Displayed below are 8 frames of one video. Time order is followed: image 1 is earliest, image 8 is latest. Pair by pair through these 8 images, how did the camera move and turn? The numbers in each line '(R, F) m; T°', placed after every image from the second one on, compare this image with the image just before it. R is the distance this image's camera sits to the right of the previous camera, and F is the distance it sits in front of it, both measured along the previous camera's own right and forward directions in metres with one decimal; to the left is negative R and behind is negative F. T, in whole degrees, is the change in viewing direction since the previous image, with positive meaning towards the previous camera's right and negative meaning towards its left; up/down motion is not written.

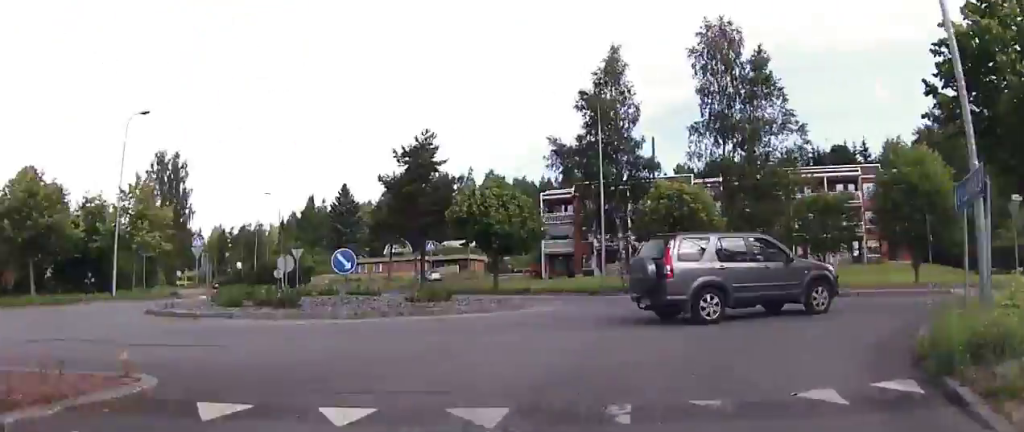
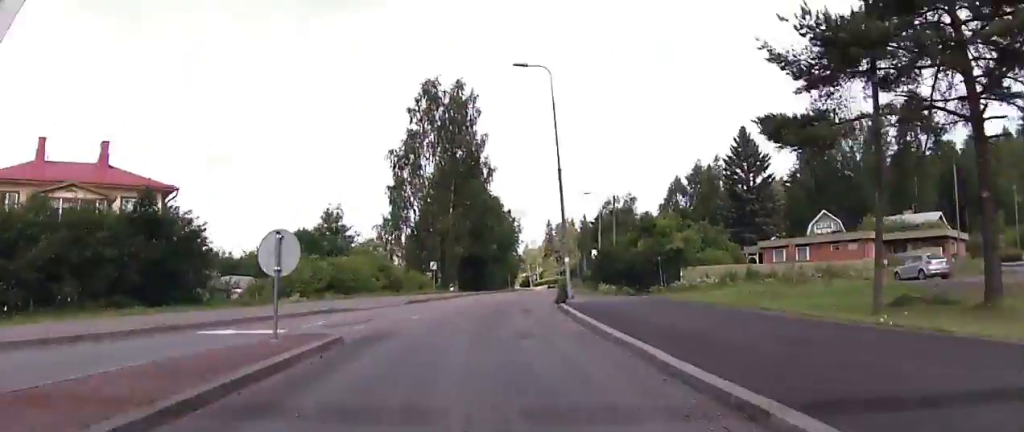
(-5.3, +51.1) m; -17°
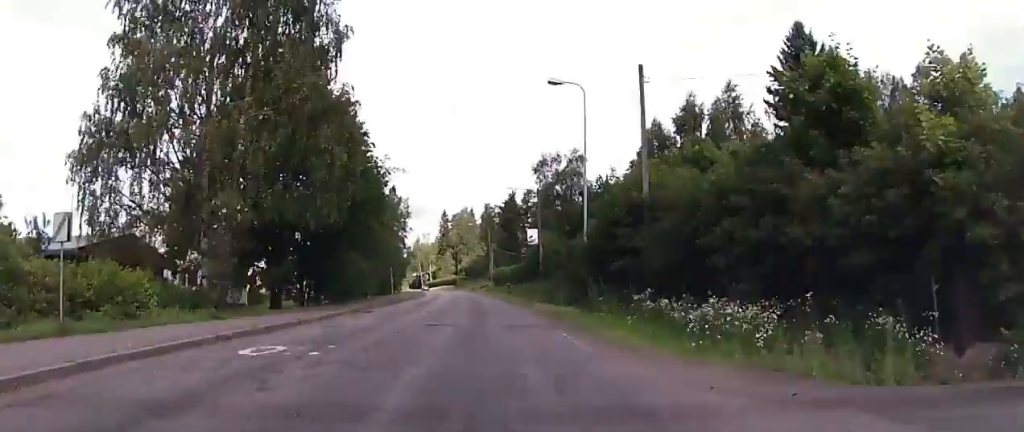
(-2.3, +36.9) m; -3°
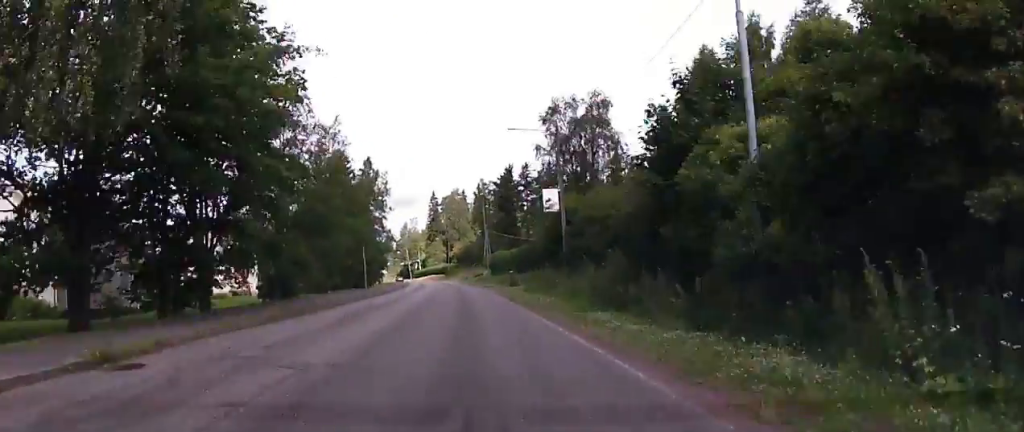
(+0.3, +19.6) m; +1°
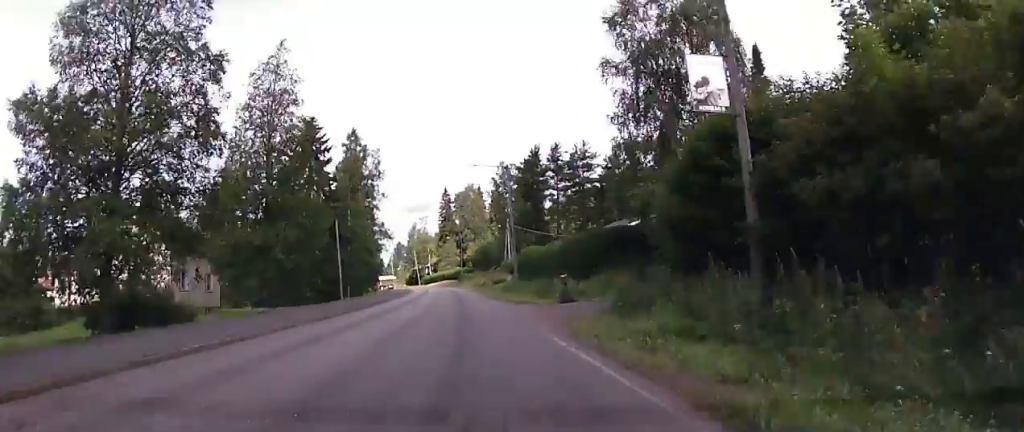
(0.0, +19.6) m; -1°
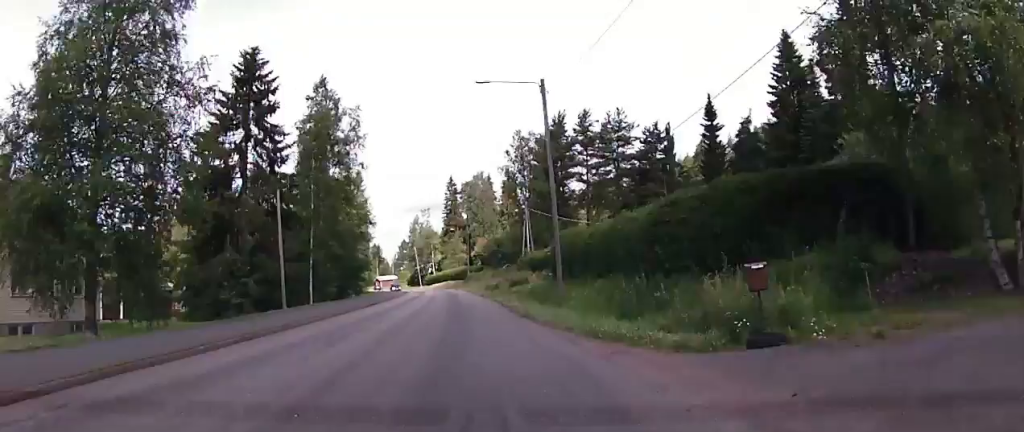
(+0.4, +19.6) m; -1°
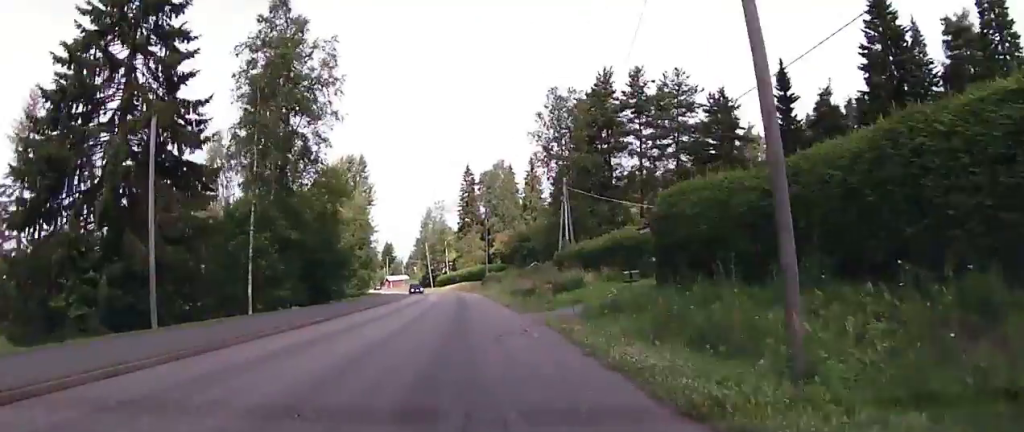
(-0.5, +20.6) m; -1°
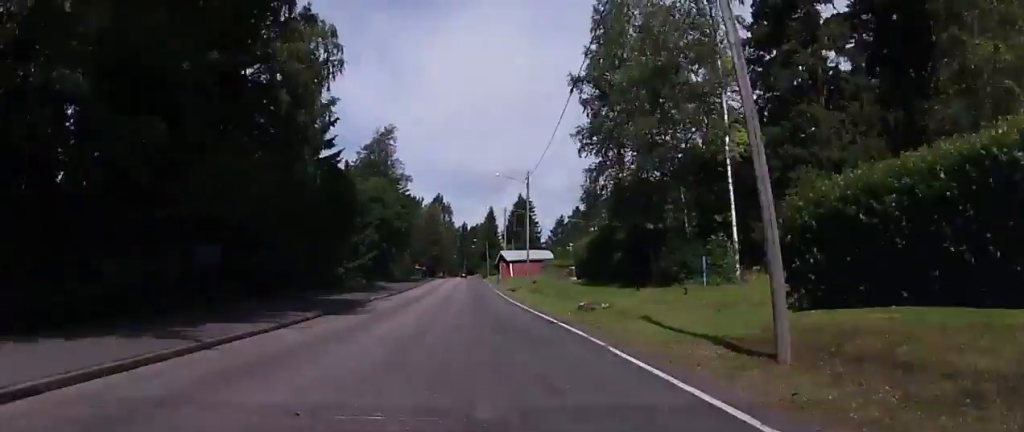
(-10.7, +113.4) m; -11°
